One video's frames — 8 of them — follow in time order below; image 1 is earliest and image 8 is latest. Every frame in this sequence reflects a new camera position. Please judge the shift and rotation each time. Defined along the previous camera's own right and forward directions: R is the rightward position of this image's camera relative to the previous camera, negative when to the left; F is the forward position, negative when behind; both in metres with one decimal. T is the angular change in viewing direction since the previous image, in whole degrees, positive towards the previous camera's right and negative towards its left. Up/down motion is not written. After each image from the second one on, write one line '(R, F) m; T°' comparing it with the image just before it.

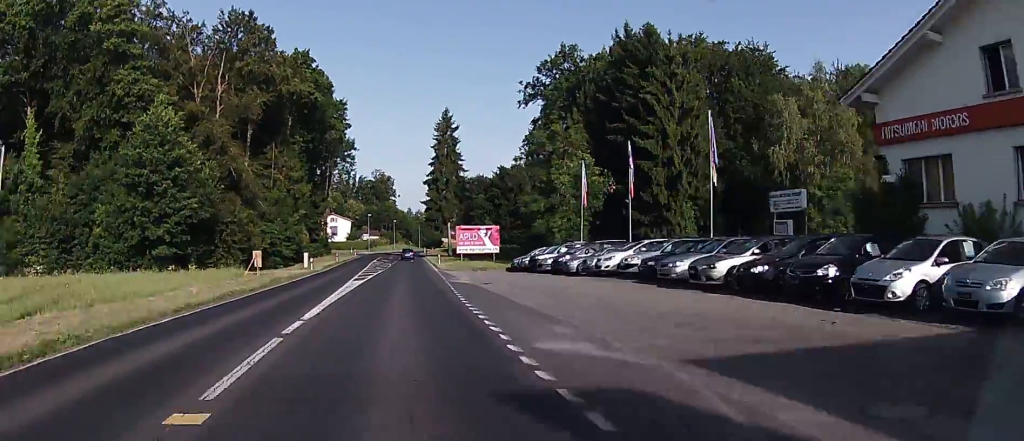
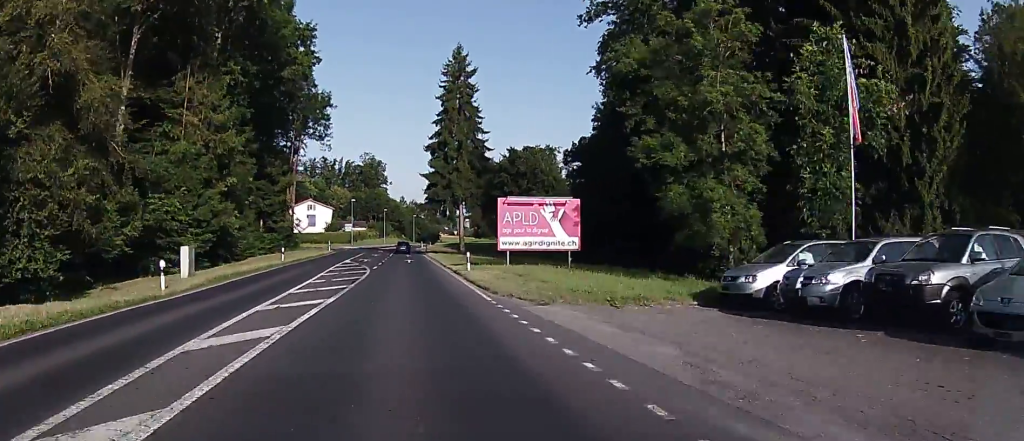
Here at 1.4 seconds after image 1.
(-0.1, +31.0) m; +1°
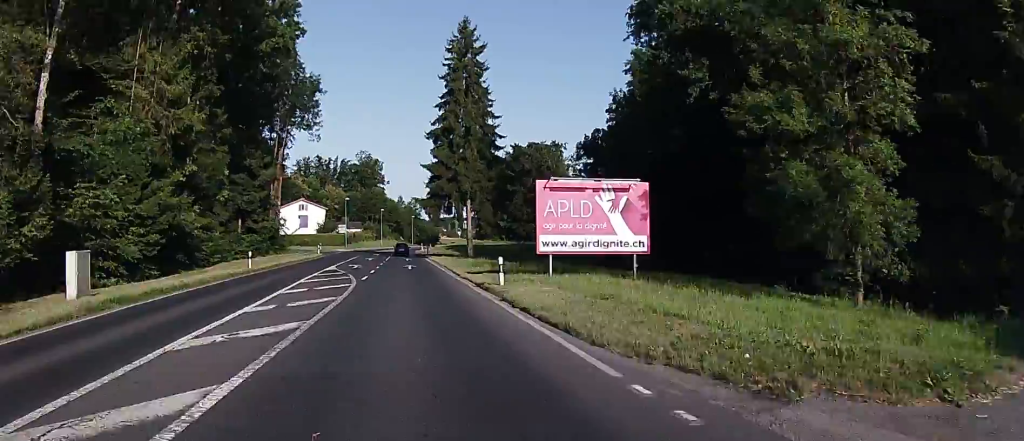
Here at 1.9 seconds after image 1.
(-0.2, +9.5) m; +1°
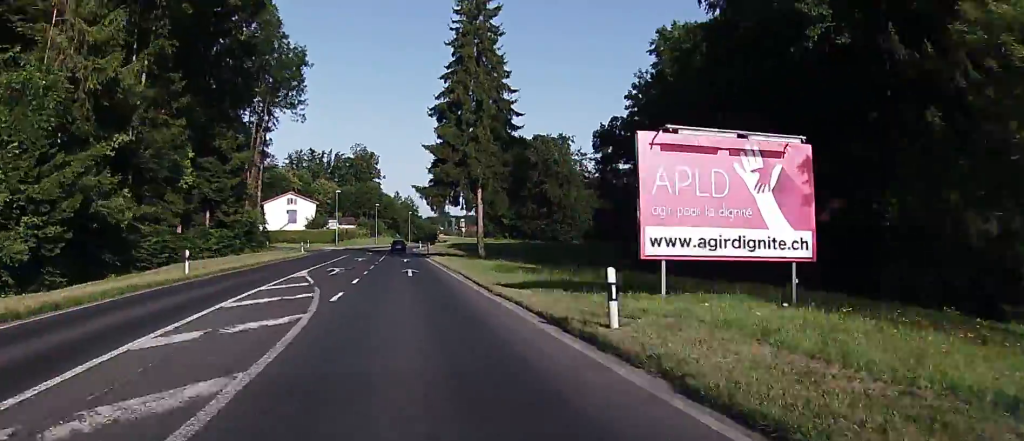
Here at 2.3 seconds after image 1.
(+0.3, +10.3) m; 0°
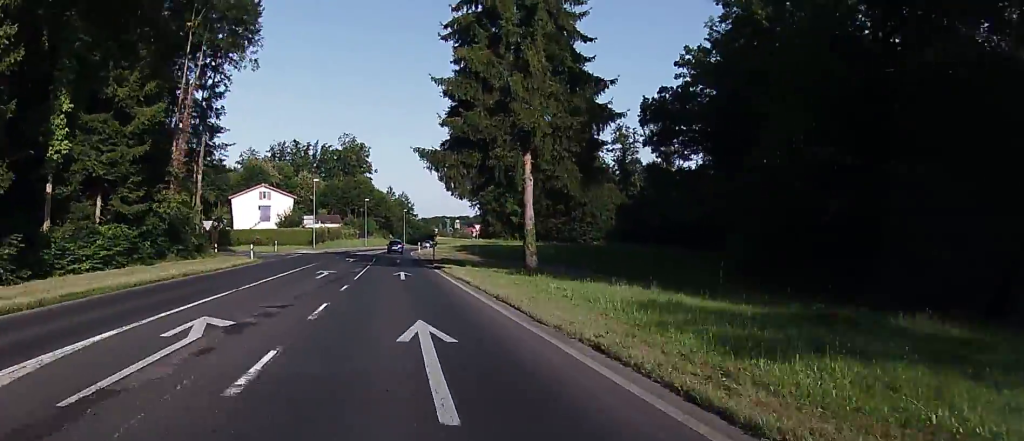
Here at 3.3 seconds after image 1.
(+0.1, +20.7) m; +1°
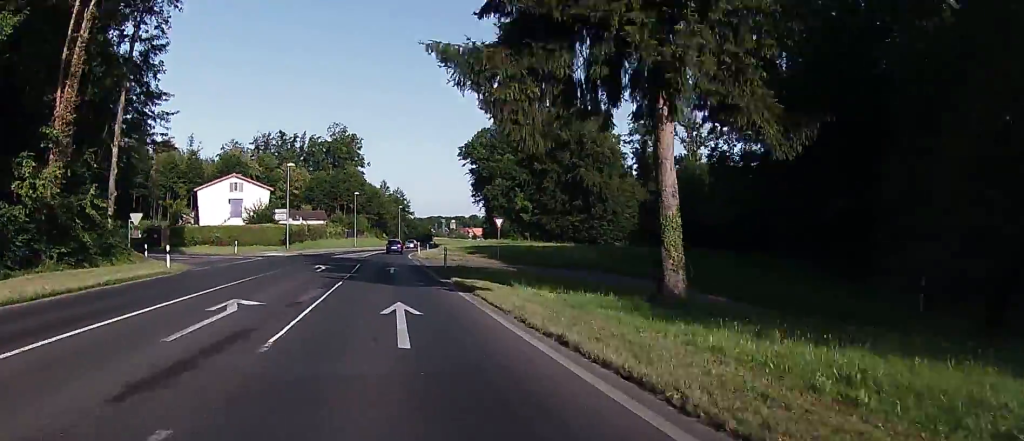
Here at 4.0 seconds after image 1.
(-0.3, +16.2) m; +1°
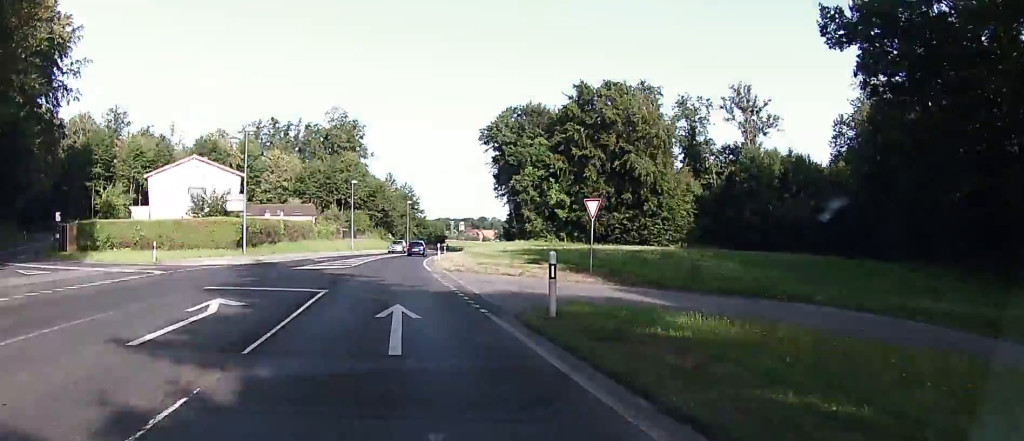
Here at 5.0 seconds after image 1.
(+0.9, +21.1) m; 0°
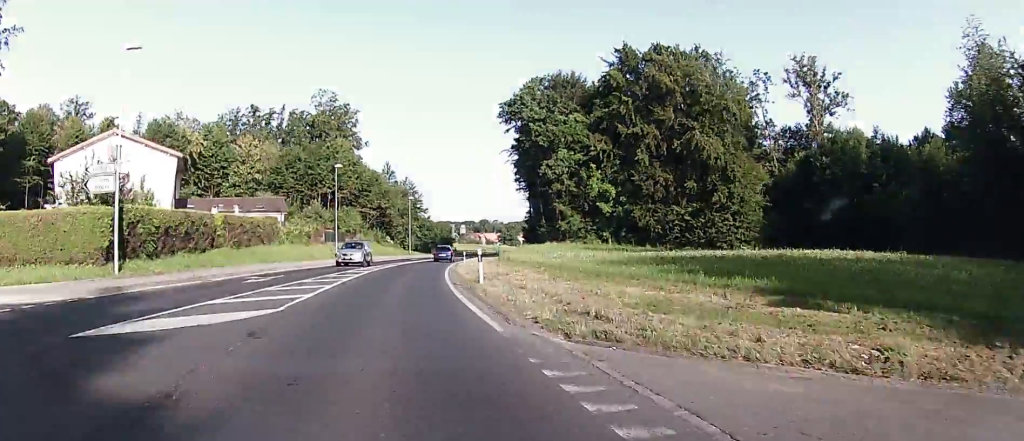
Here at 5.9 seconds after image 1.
(-0.9, +20.8) m; 0°
